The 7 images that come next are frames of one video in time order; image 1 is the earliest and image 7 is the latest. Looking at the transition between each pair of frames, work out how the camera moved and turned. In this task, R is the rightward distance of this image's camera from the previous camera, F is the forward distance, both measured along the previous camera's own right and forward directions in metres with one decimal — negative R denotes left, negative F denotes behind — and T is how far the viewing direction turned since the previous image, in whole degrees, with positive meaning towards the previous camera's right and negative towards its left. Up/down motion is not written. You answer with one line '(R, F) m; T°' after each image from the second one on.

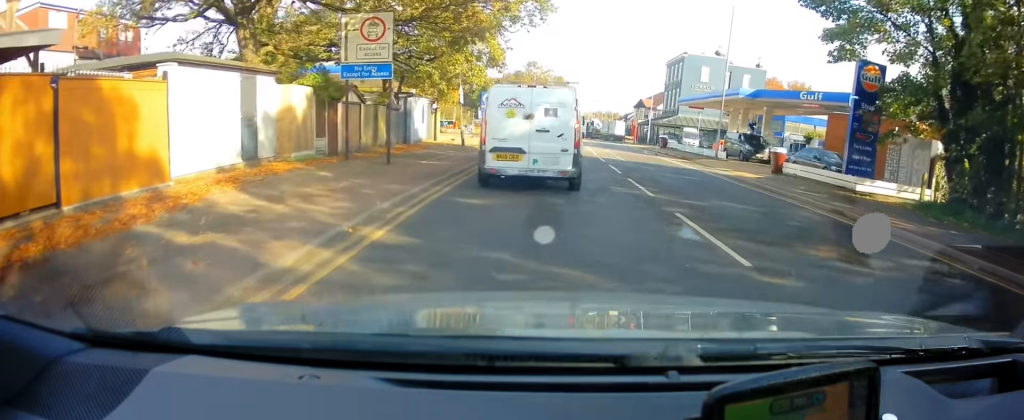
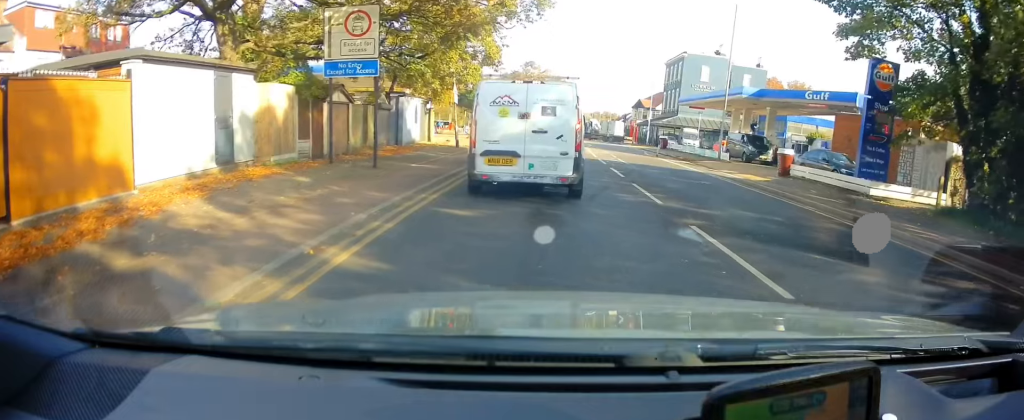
(-0.2, +1.1) m; +1°
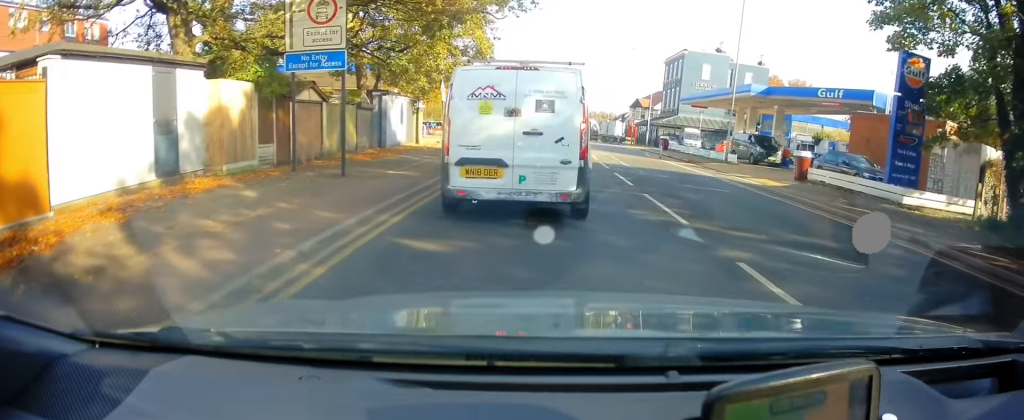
(+0.3, +2.1) m; 0°
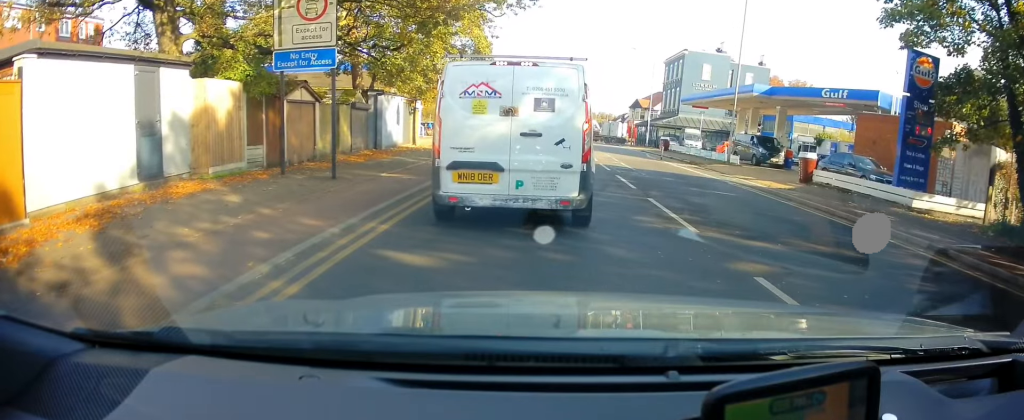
(+0.2, +0.9) m; 0°
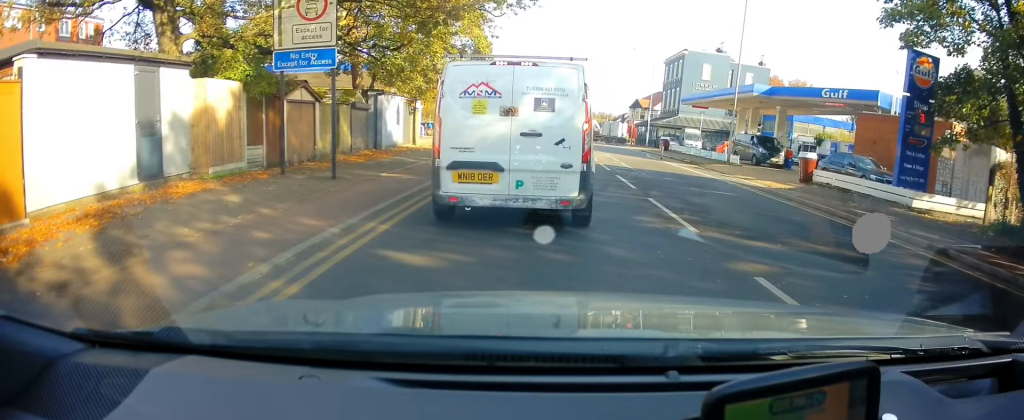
(0.0, 0.0) m; 0°
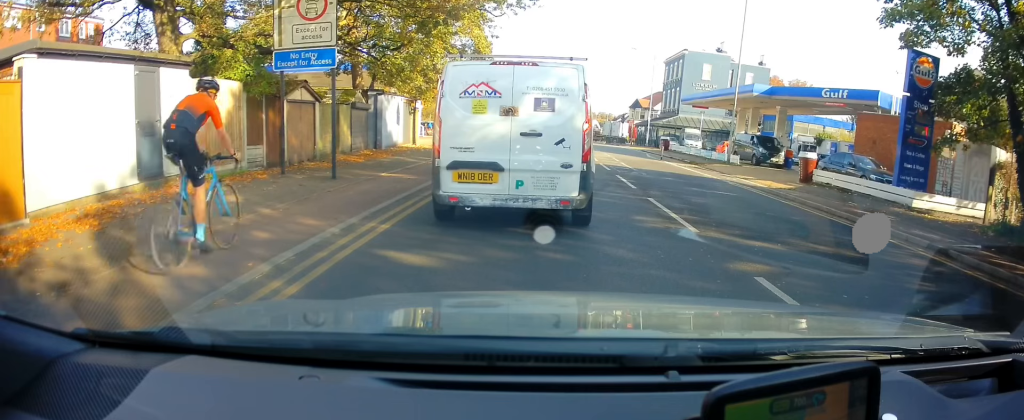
(0.0, 0.0) m; 0°
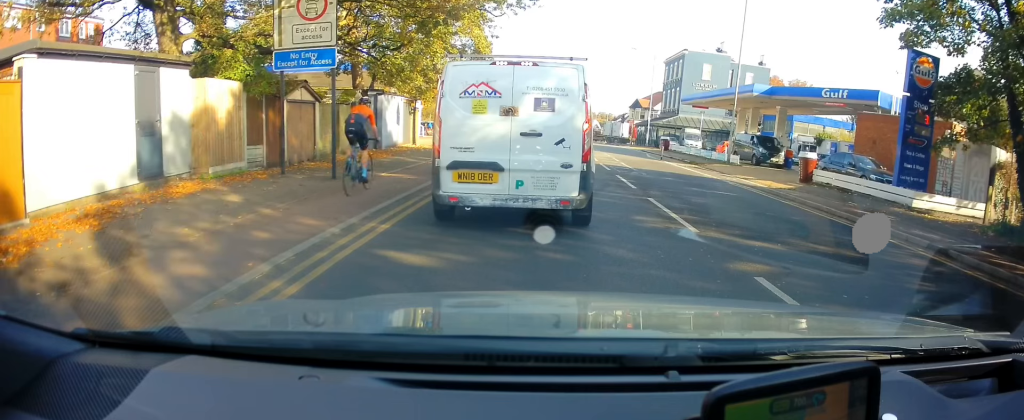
(0.0, 0.0) m; 0°
